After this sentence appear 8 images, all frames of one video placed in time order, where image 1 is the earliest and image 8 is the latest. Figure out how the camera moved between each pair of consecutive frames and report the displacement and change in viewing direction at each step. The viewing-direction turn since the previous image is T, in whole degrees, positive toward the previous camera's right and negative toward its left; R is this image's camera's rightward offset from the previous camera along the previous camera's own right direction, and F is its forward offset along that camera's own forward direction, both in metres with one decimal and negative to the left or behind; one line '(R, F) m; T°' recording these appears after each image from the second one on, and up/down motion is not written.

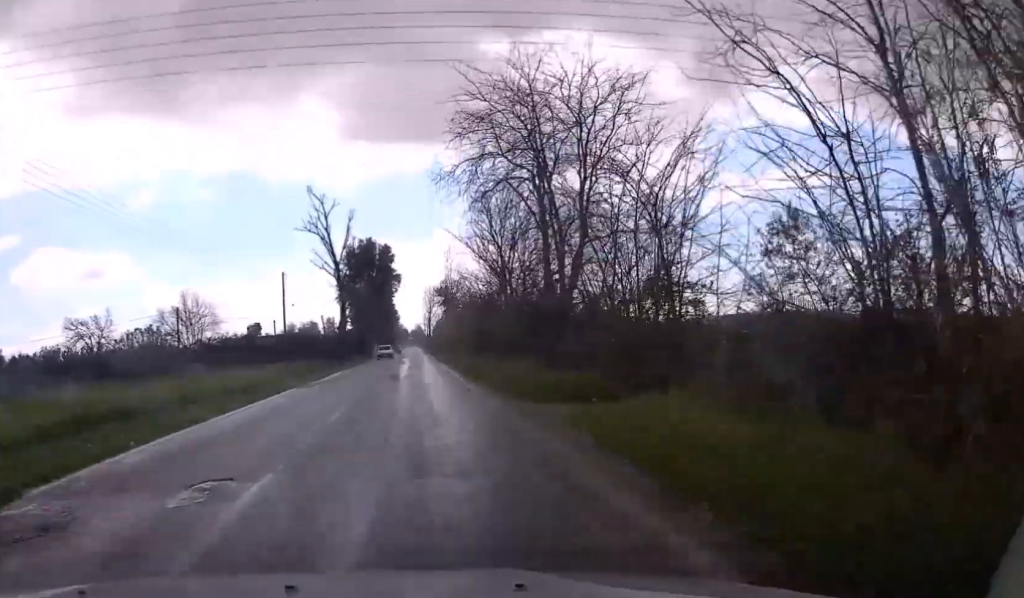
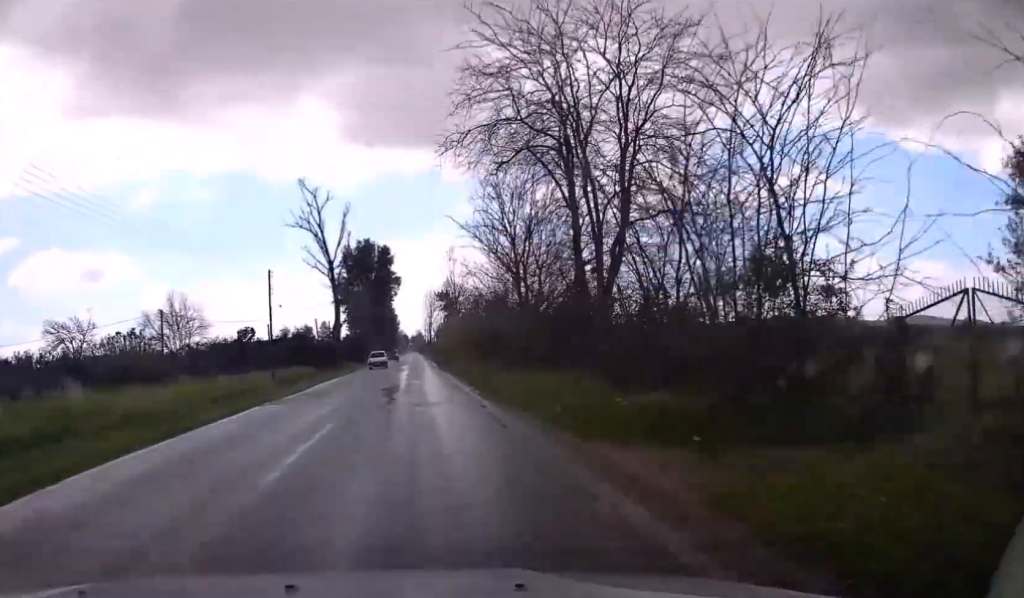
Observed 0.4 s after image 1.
(0.0, +6.4) m; 0°
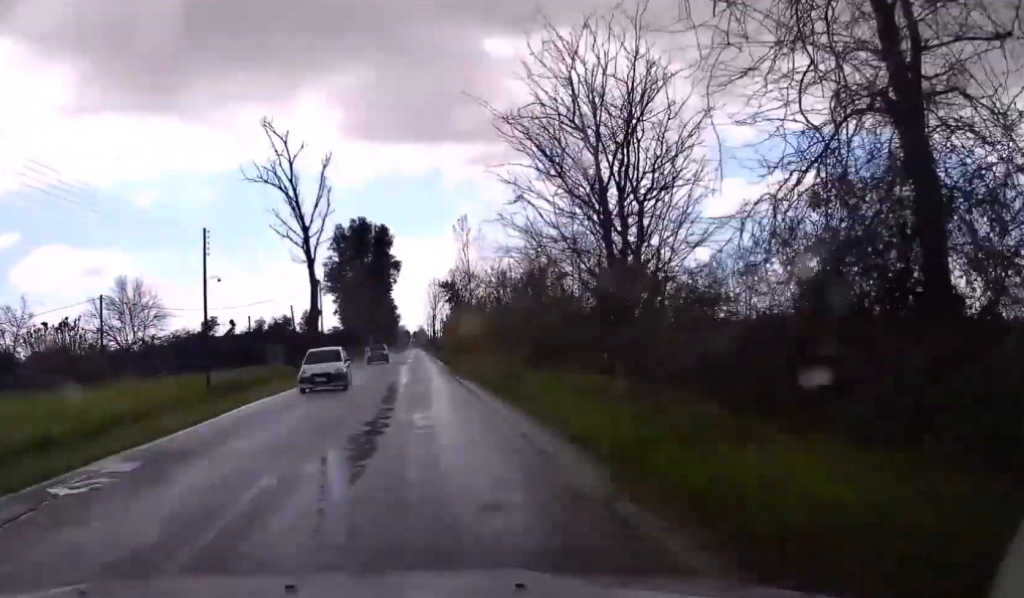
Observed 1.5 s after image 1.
(0.0, +18.2) m; 0°
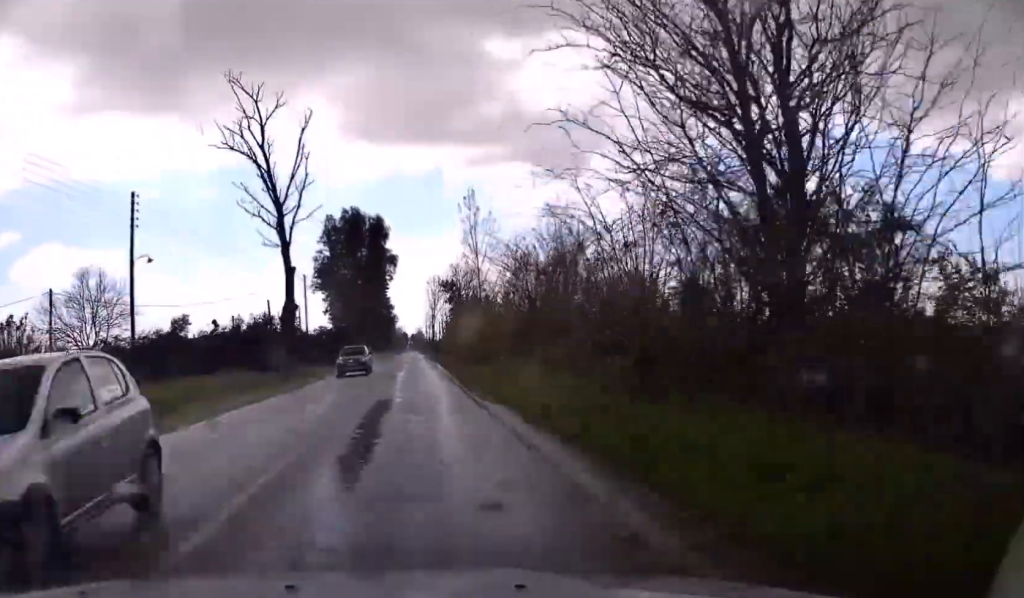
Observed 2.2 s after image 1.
(0.0, +10.2) m; 0°
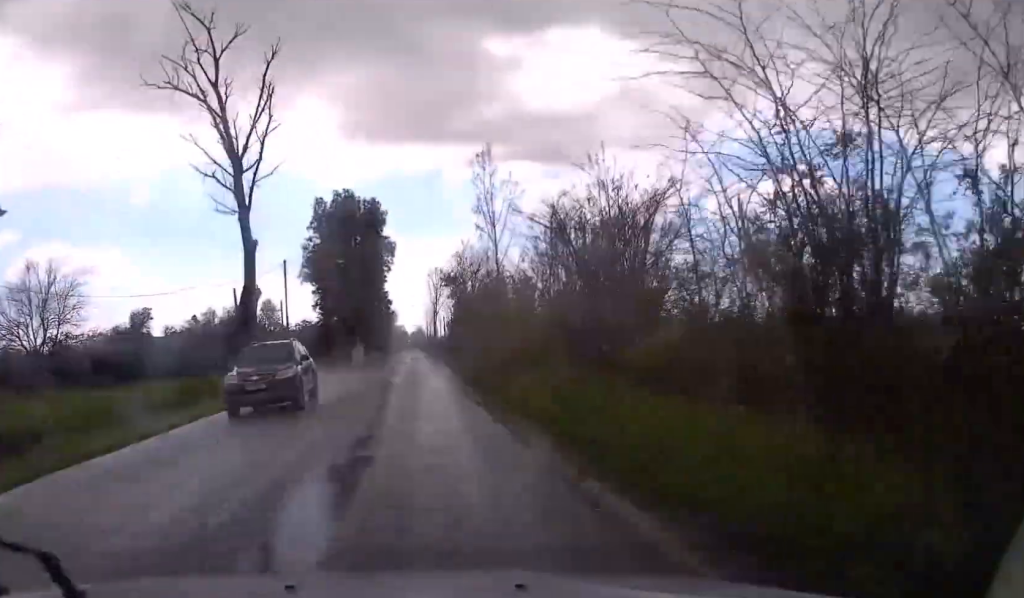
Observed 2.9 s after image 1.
(0.0, +11.3) m; 0°
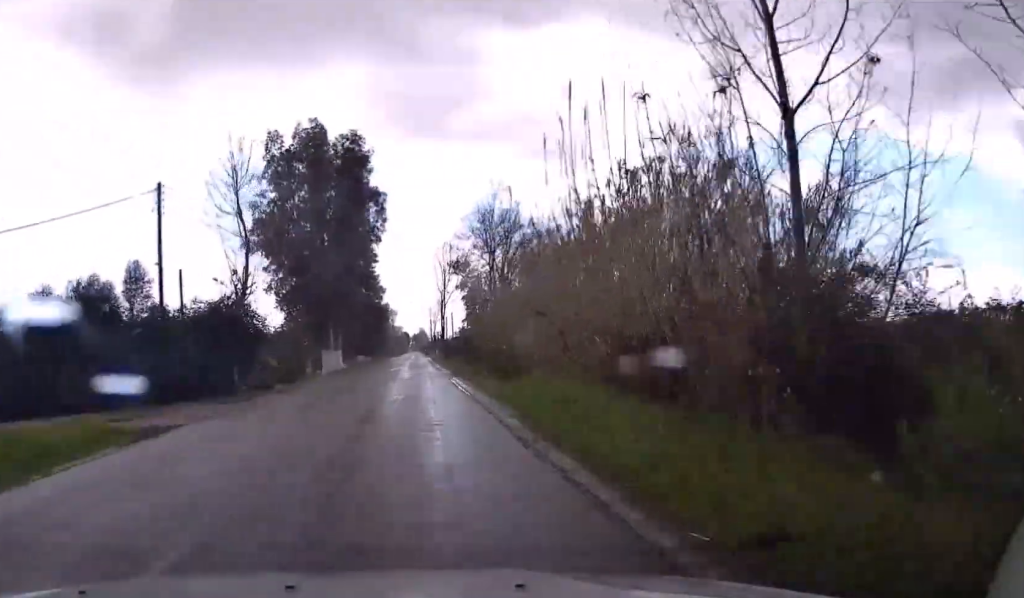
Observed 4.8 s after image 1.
(0.0, +31.6) m; 0°
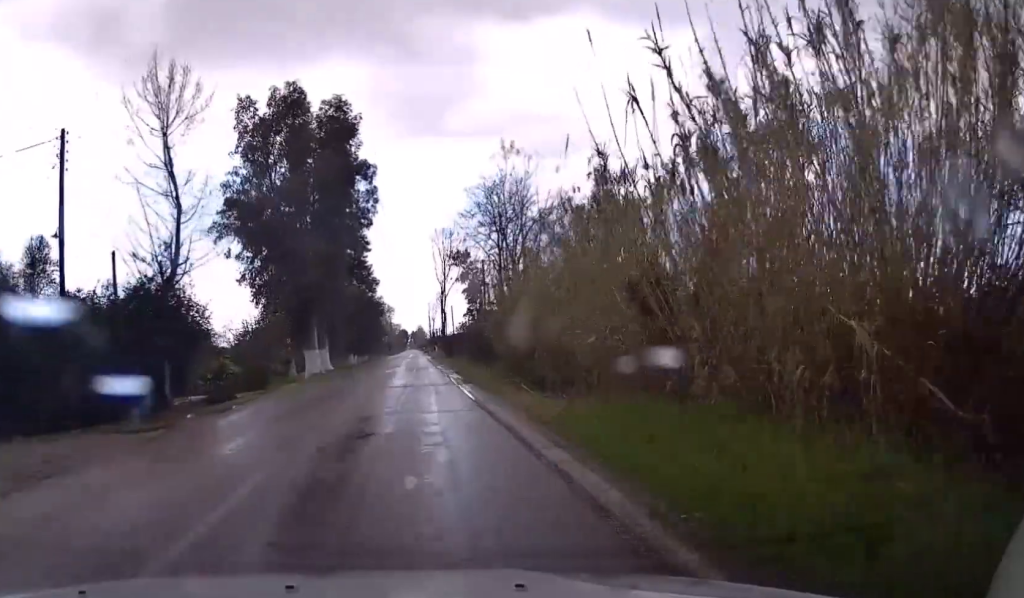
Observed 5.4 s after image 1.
(0.0, +9.1) m; 0°
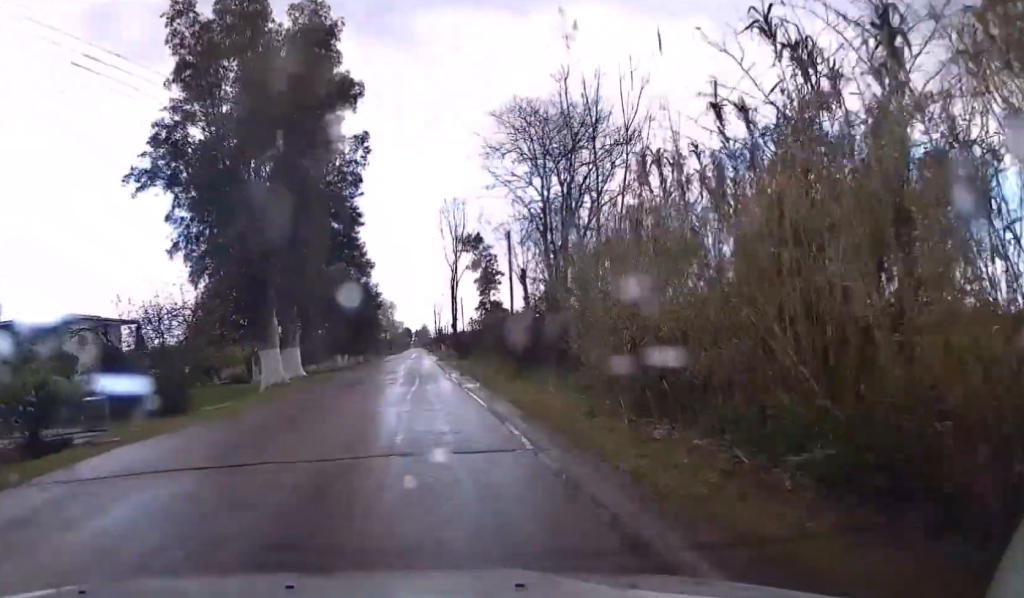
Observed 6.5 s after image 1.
(0.0, +17.1) m; 0°
